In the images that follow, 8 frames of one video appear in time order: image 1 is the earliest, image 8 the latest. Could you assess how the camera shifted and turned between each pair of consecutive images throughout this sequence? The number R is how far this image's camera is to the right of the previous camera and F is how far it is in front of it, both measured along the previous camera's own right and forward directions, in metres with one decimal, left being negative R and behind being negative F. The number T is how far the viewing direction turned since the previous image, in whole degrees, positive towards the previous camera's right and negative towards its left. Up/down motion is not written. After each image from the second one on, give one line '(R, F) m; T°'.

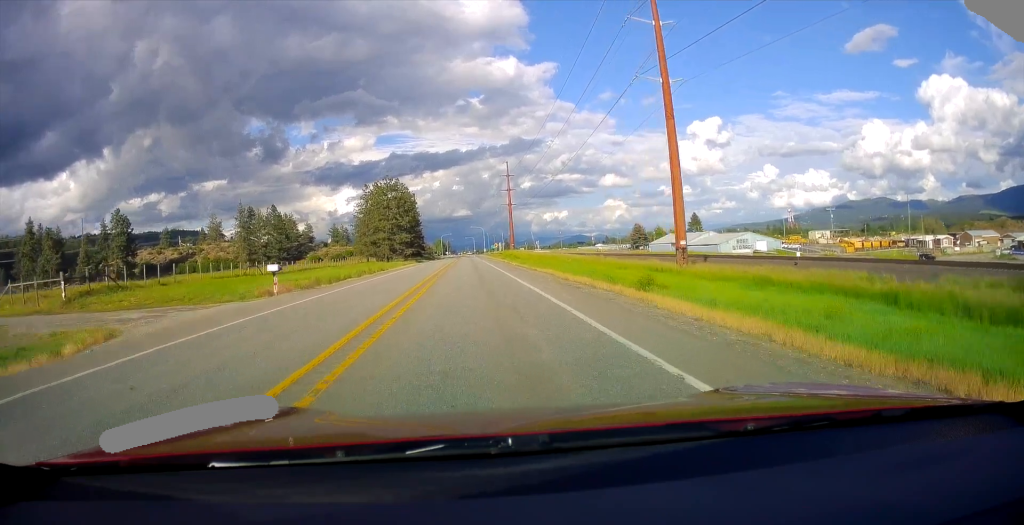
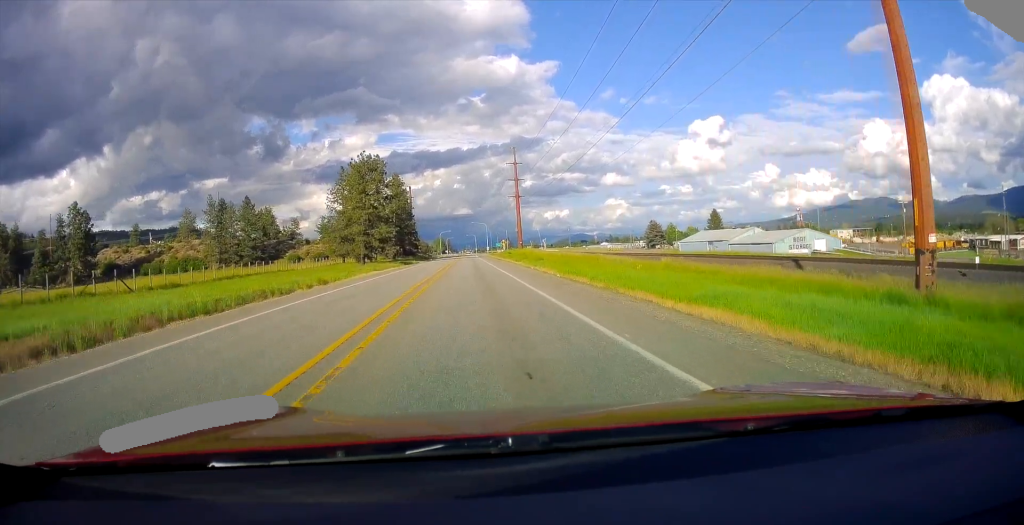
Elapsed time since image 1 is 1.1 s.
(-0.3, +27.3) m; 0°
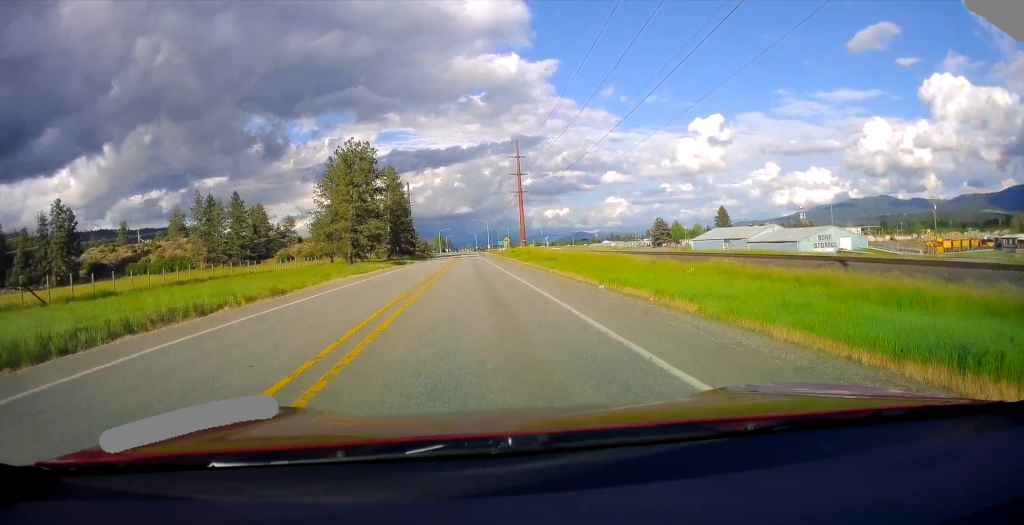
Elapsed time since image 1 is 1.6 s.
(-0.3, +10.6) m; 0°
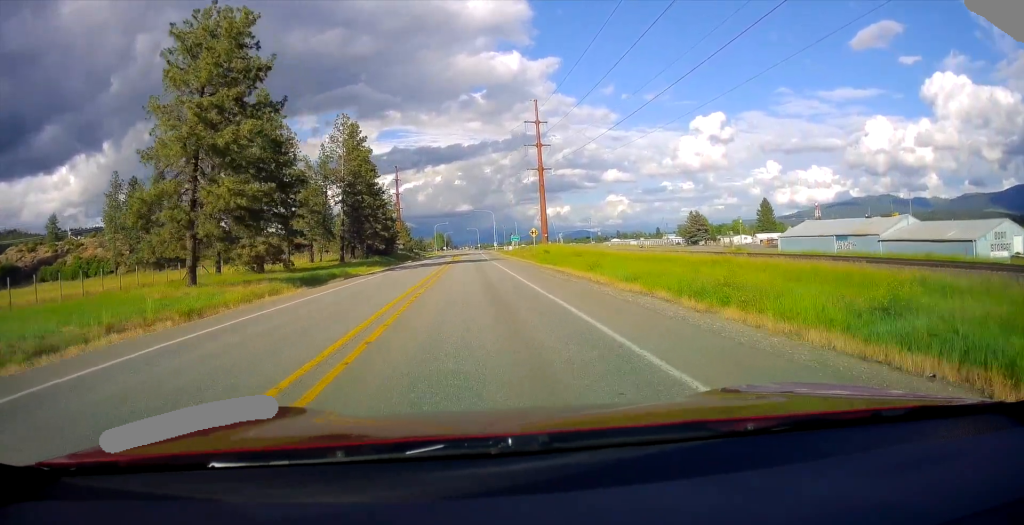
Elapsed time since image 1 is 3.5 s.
(+1.0, +46.6) m; +1°
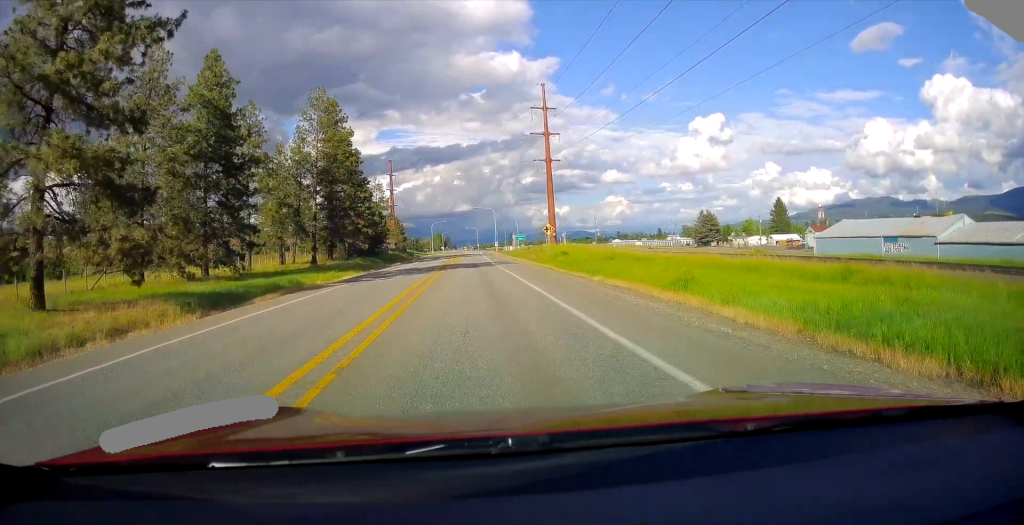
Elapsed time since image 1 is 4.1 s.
(0.0, +14.8) m; 0°
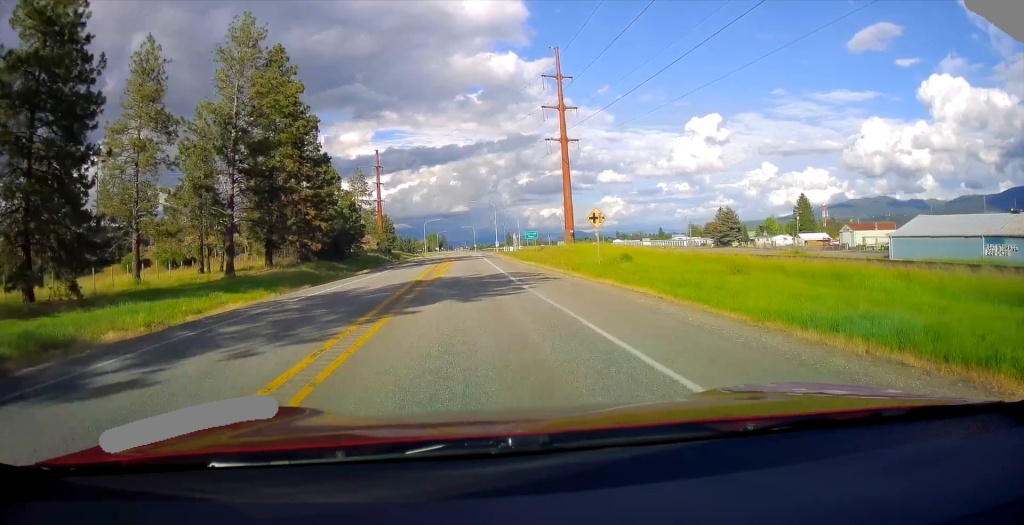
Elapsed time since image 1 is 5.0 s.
(0.0, +22.6) m; 0°
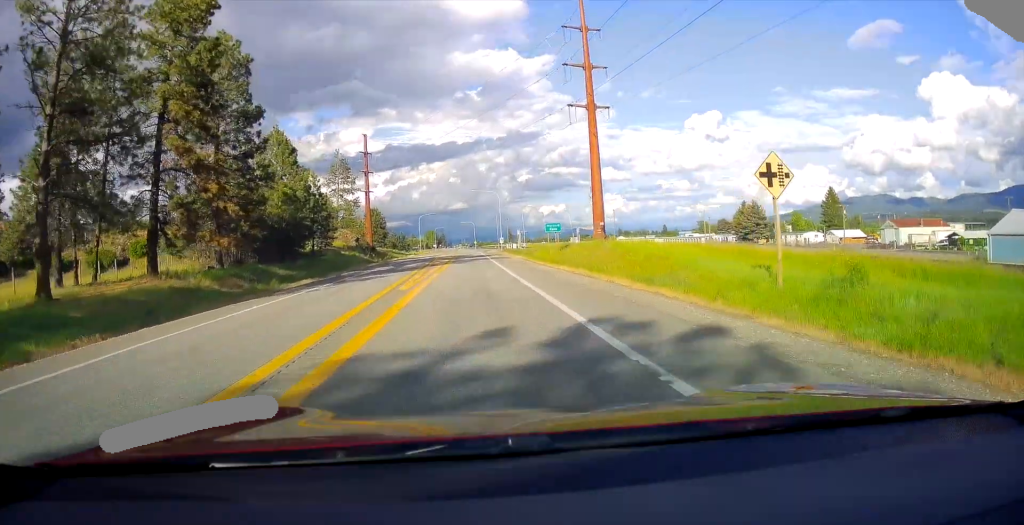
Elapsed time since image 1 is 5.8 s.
(0.0, +21.2) m; 0°
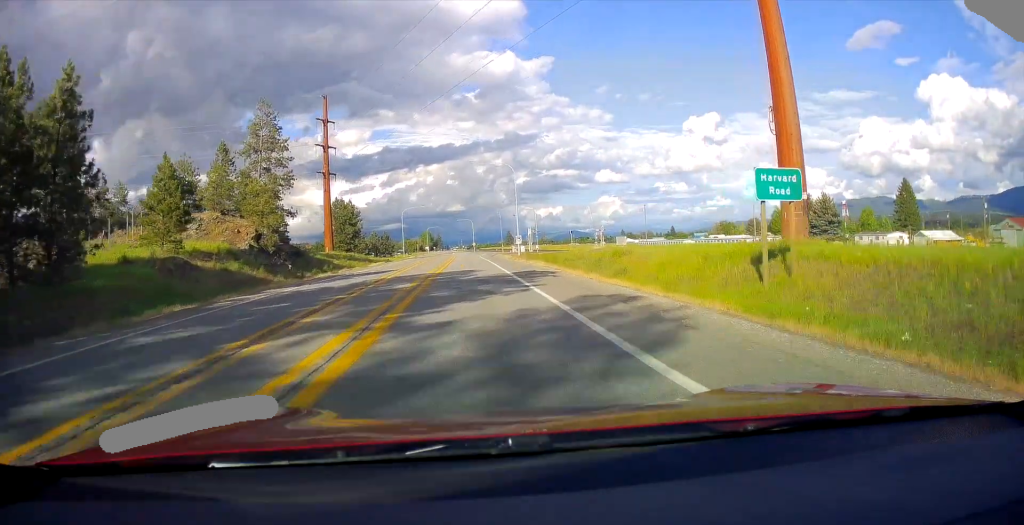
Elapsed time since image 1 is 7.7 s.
(+0.6, +45.2) m; 0°
